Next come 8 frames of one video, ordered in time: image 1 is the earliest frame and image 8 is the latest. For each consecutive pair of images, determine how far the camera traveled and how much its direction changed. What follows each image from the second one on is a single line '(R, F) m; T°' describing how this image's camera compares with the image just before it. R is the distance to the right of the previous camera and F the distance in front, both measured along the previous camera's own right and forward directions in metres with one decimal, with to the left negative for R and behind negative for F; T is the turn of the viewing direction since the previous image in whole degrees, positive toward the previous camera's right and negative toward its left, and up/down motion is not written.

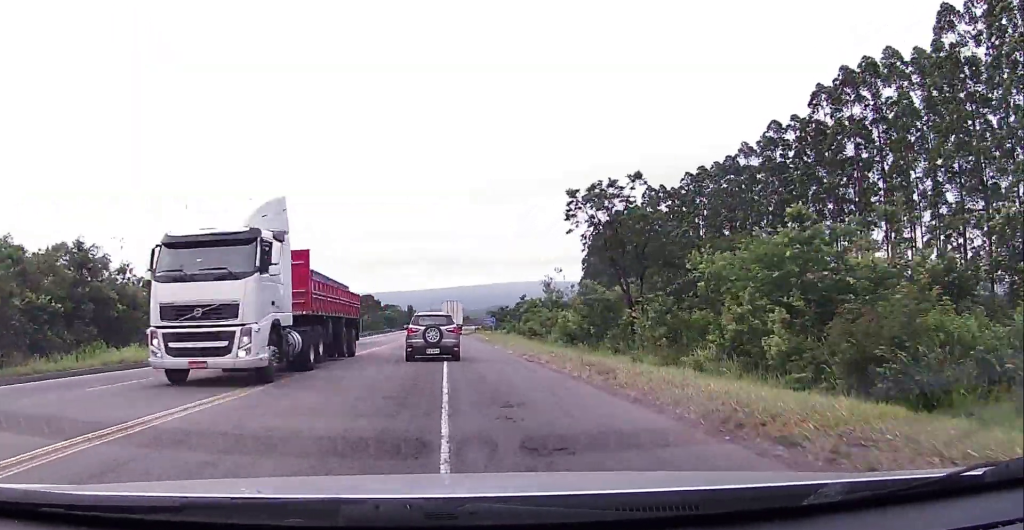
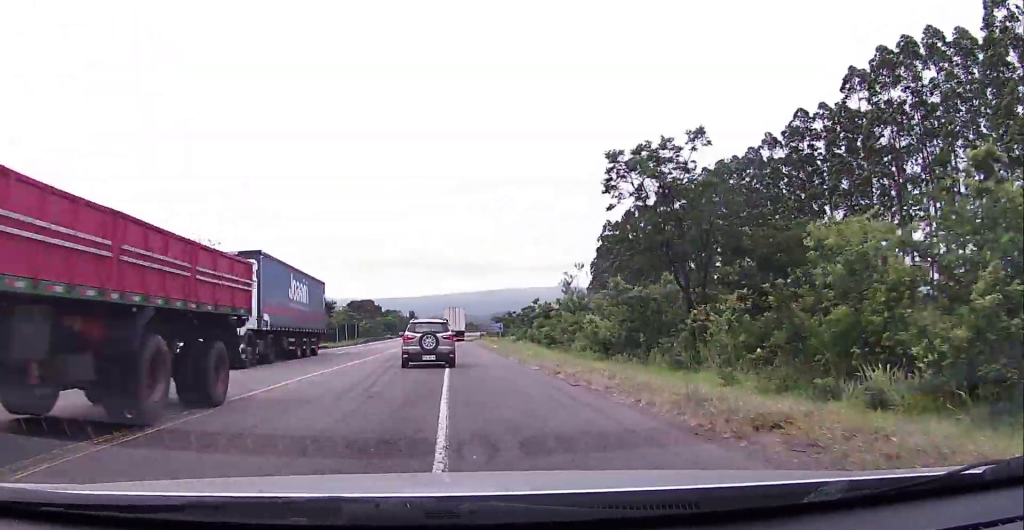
(+0.1, +7.5) m; 0°
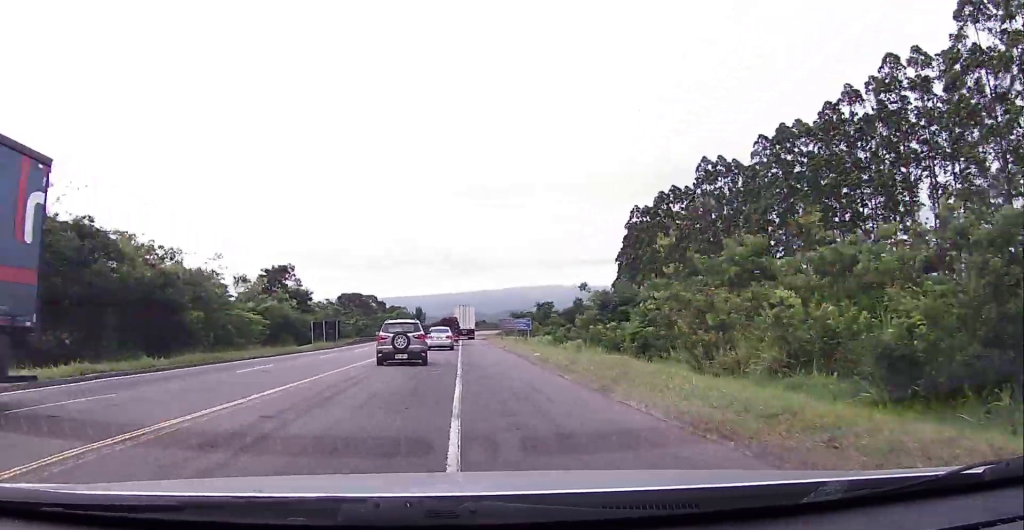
(-0.2, +19.8) m; -2°
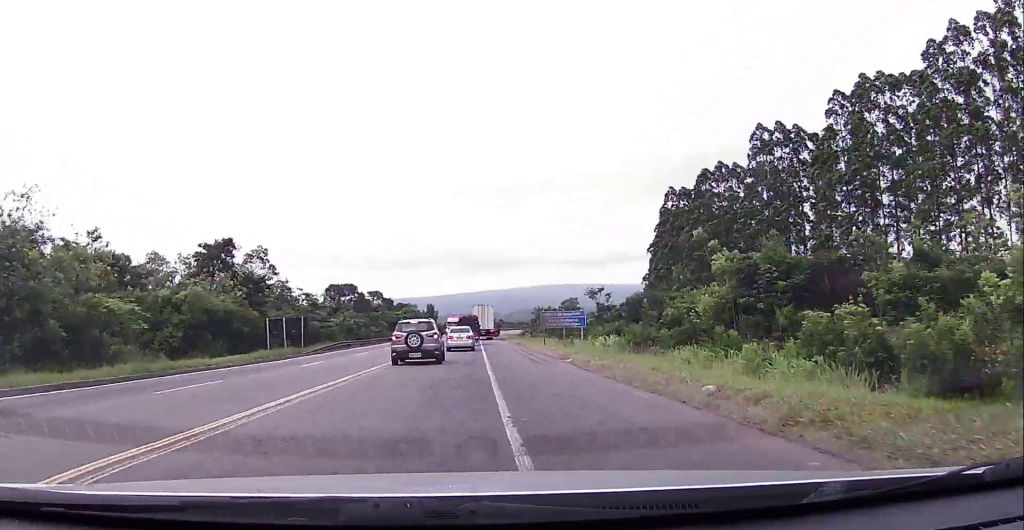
(-0.3, +18.7) m; 0°
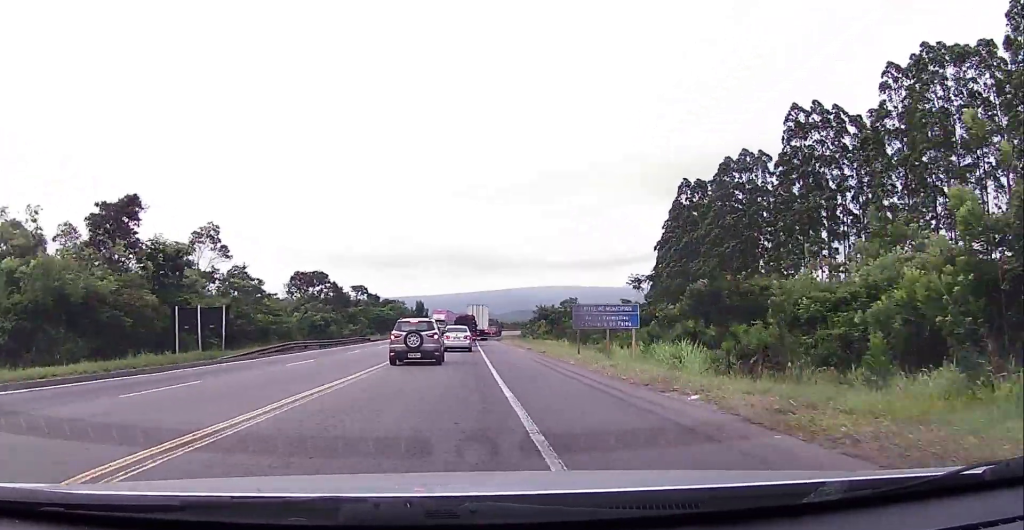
(+0.1, +13.2) m; 0°
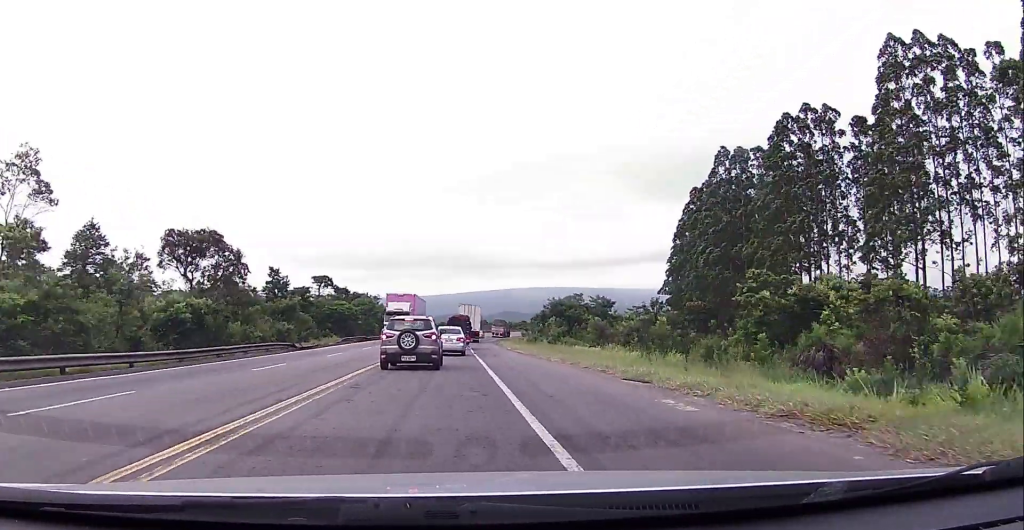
(-0.1, +26.7) m; 0°
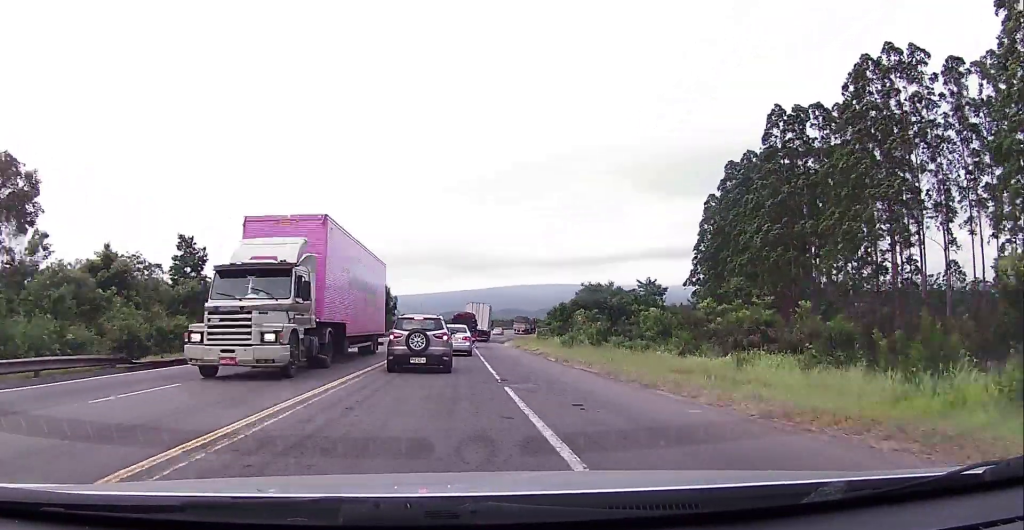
(+0.4, +22.1) m; +1°
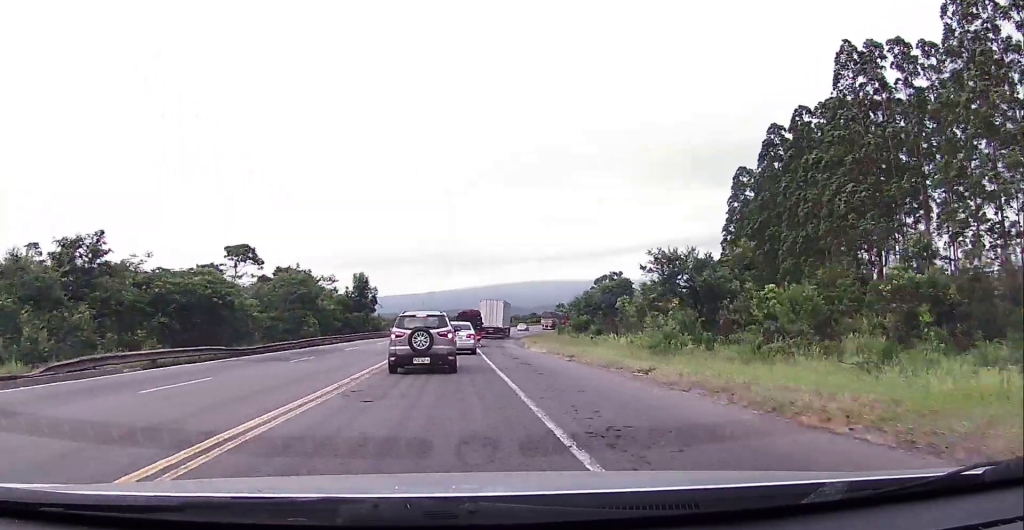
(0.0, +22.2) m; -1°
